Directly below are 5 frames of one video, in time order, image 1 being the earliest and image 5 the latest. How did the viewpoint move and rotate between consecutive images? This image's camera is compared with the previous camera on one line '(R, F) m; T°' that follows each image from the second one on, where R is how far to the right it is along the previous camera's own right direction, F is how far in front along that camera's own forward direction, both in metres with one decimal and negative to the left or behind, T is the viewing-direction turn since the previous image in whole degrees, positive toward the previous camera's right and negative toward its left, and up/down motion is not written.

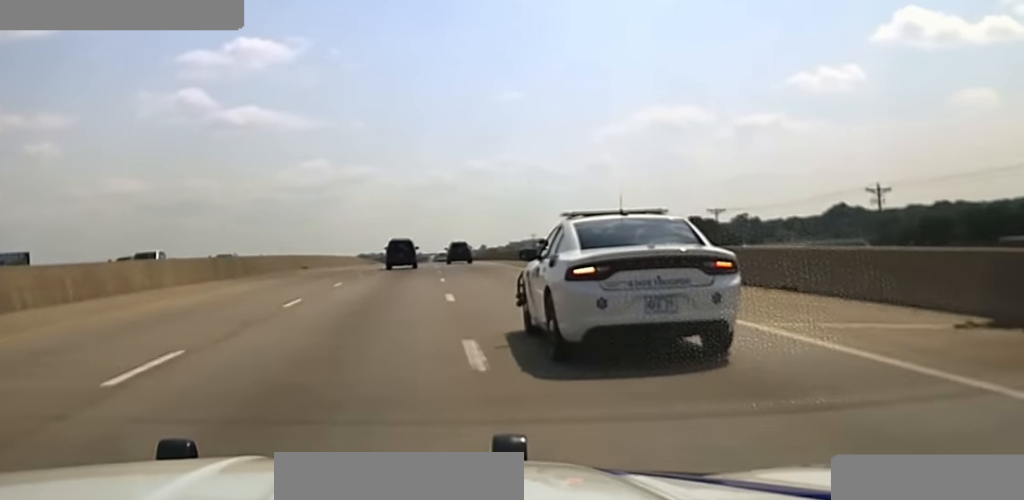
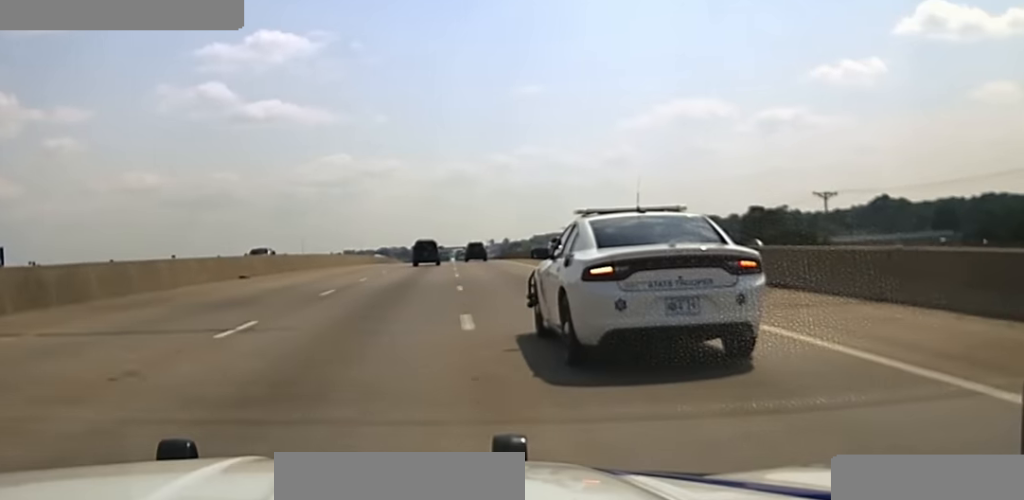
(-0.6, +30.9) m; -2°
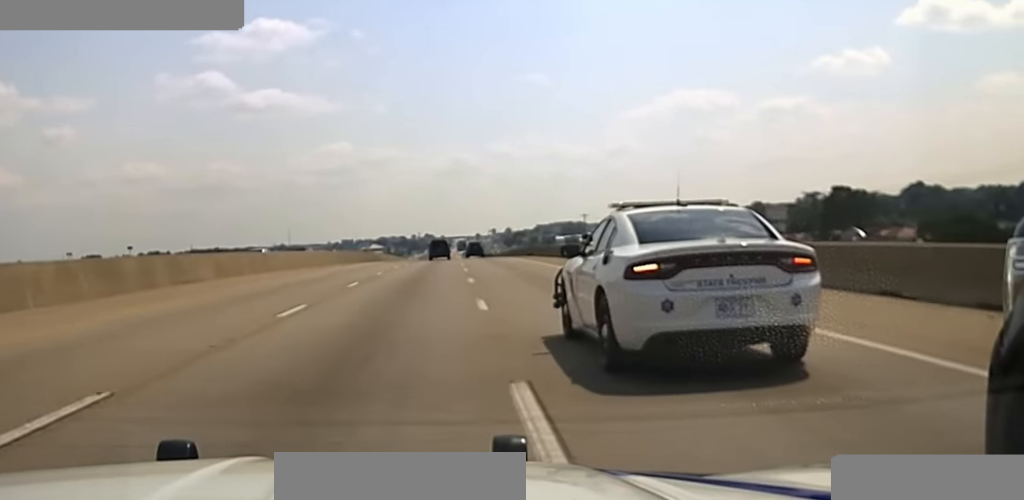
(+0.4, +45.2) m; 0°
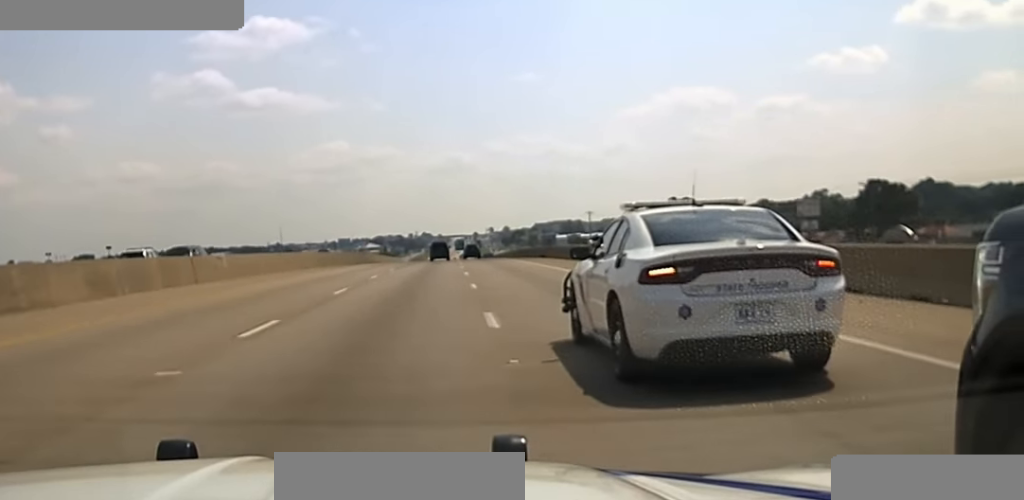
(-0.1, +16.5) m; -1°
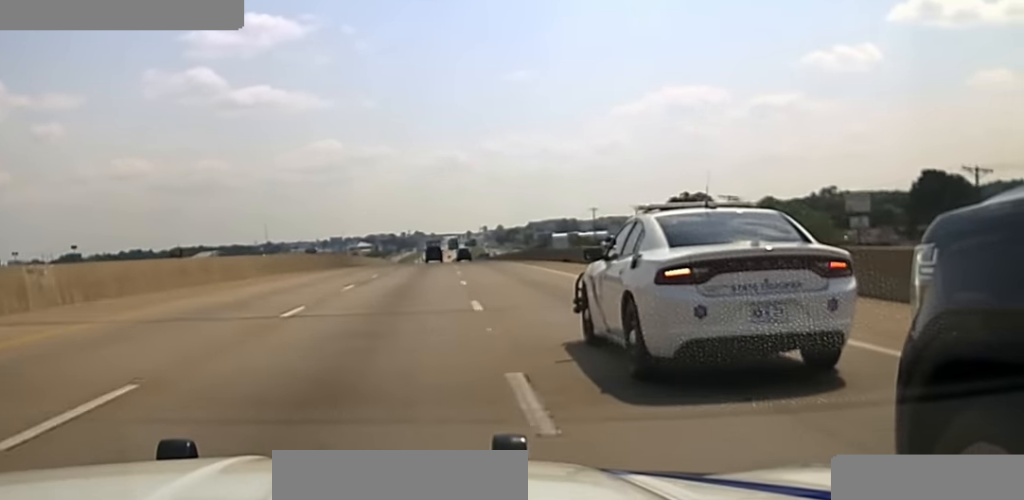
(0.0, +19.0) m; +1°
